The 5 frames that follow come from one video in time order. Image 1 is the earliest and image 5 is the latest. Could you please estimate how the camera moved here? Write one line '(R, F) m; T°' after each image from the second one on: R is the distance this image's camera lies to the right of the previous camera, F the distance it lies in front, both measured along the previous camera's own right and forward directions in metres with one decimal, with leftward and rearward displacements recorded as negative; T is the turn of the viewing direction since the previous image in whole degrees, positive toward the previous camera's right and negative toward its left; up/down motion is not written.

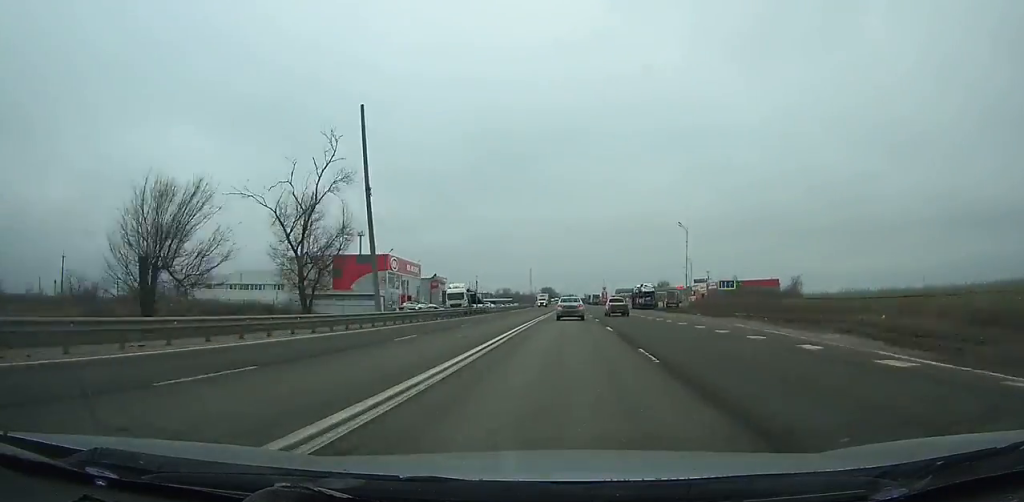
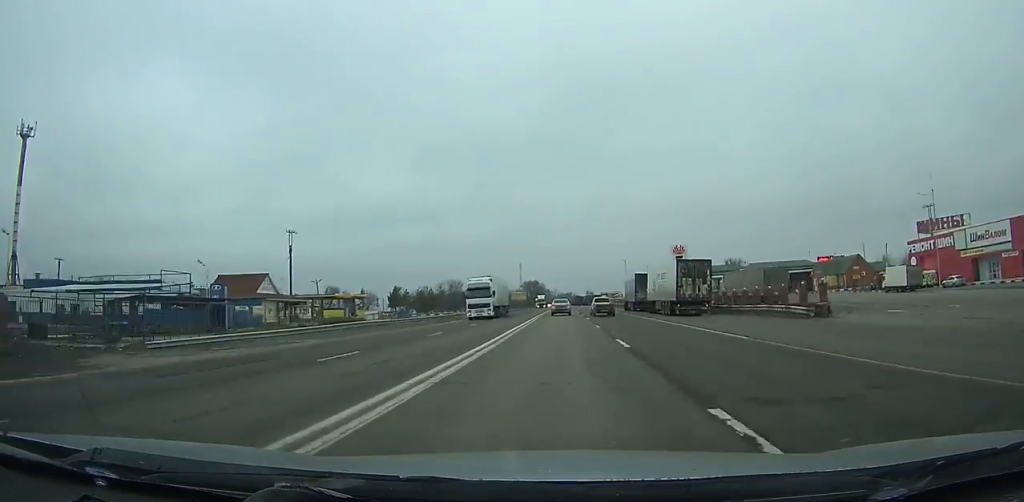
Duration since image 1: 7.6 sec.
(-0.6, +172.6) m; -1°
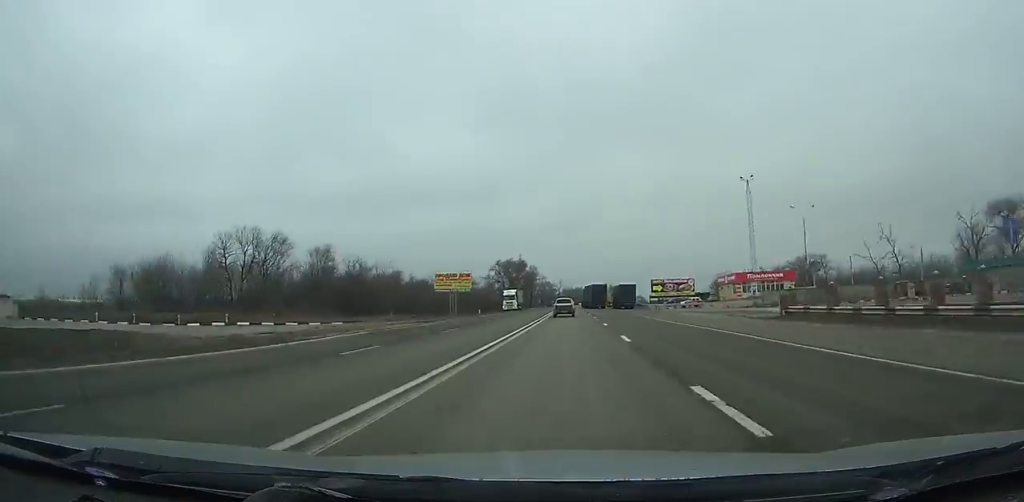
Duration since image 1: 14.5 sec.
(-0.2, +153.1) m; 0°
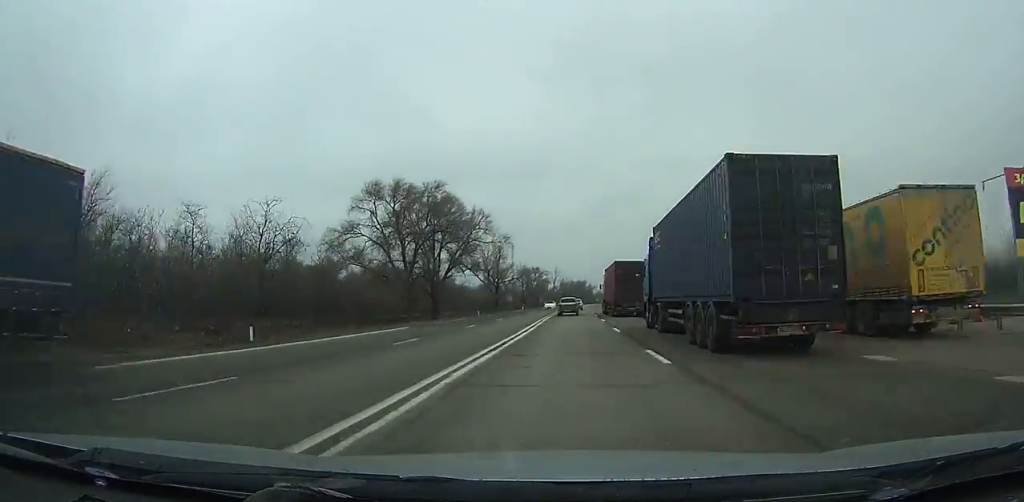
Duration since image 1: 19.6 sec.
(0.0, +114.7) m; +1°
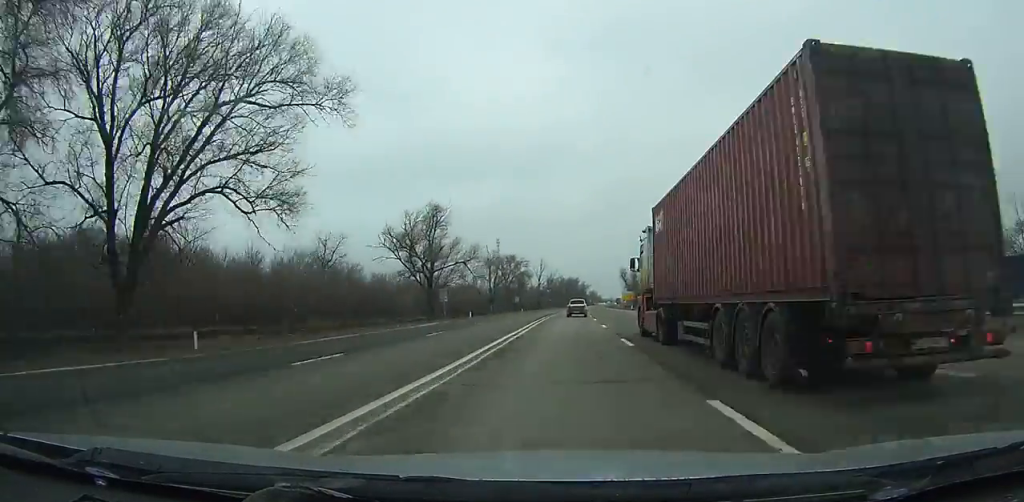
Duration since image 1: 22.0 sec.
(-0.1, +55.1) m; +1°
